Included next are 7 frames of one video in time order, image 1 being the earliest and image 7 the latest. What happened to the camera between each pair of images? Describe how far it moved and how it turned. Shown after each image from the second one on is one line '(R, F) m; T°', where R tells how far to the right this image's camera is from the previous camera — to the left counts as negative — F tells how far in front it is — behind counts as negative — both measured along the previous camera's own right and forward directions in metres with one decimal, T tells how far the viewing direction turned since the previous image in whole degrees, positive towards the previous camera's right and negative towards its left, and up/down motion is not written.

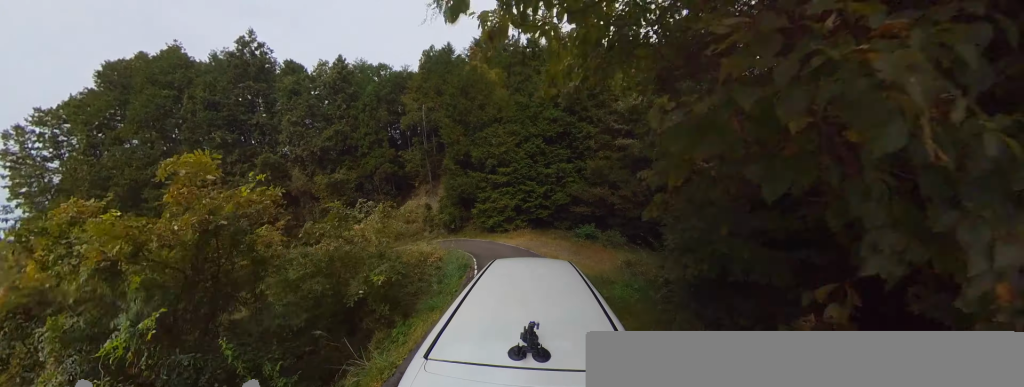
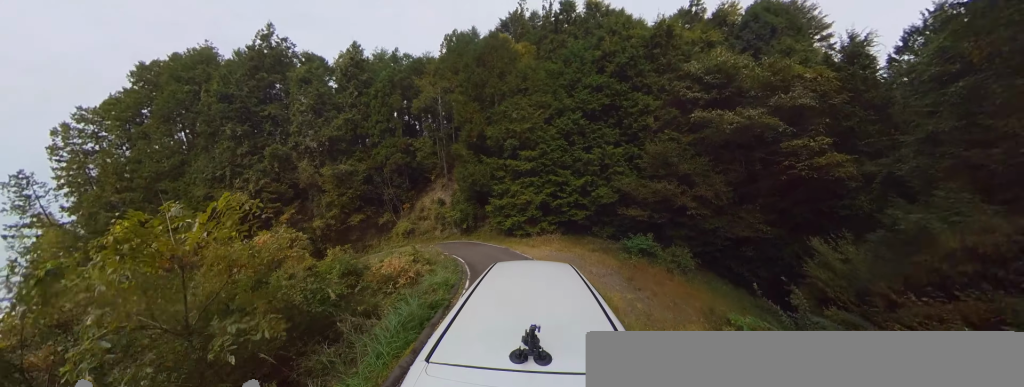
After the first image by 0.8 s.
(-0.9, +4.7) m; -12°
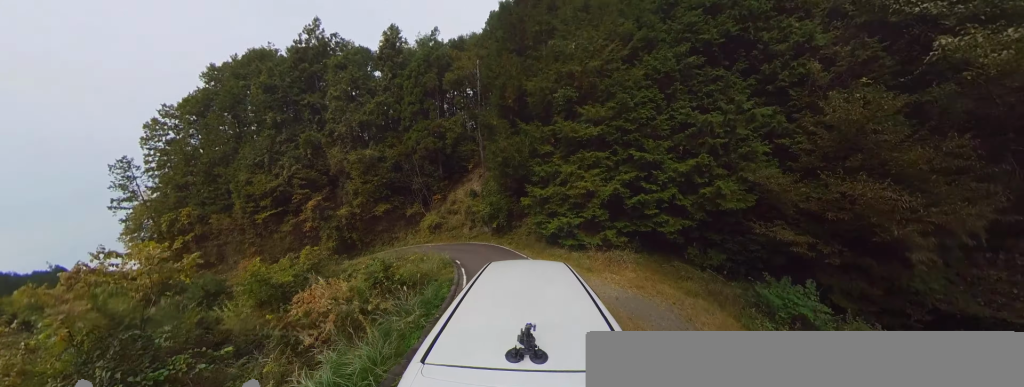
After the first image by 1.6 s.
(-0.1, +5.6) m; -5°
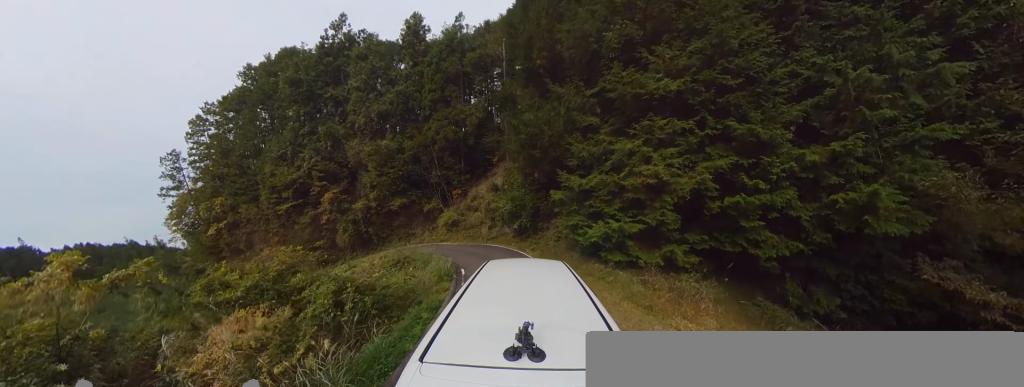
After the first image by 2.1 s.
(-0.2, +3.4) m; -14°
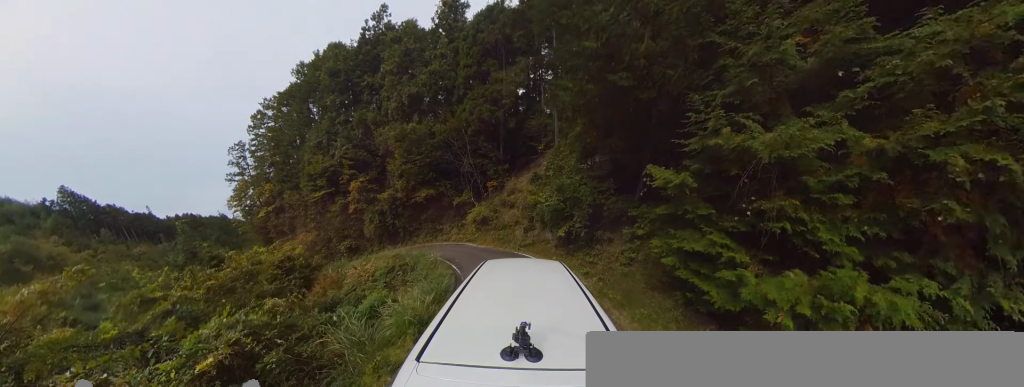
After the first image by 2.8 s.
(-0.3, +4.3) m; -22°
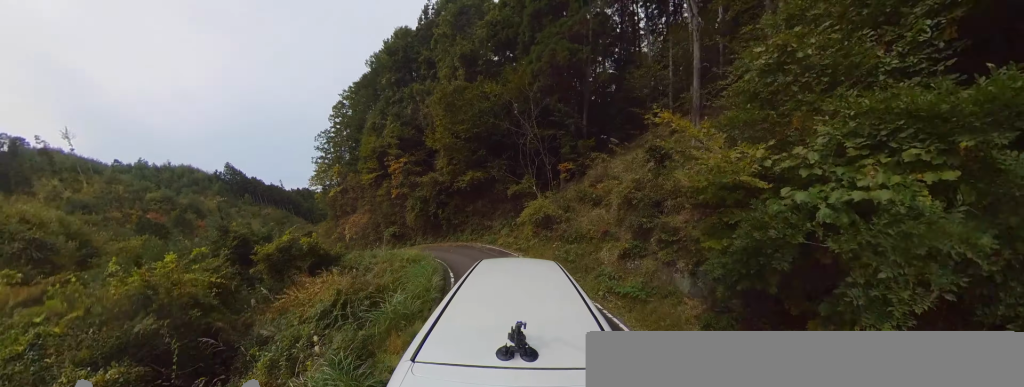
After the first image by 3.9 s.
(-2.7, +6.3) m; -33°
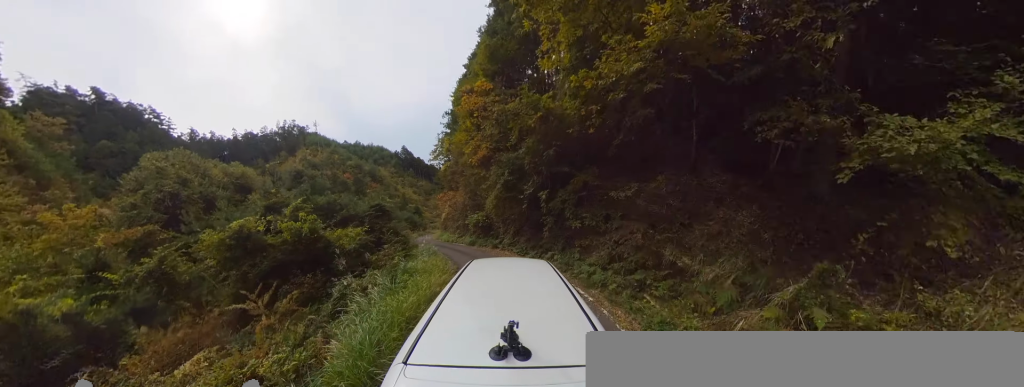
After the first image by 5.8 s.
(-3.0, +12.7) m; -26°
